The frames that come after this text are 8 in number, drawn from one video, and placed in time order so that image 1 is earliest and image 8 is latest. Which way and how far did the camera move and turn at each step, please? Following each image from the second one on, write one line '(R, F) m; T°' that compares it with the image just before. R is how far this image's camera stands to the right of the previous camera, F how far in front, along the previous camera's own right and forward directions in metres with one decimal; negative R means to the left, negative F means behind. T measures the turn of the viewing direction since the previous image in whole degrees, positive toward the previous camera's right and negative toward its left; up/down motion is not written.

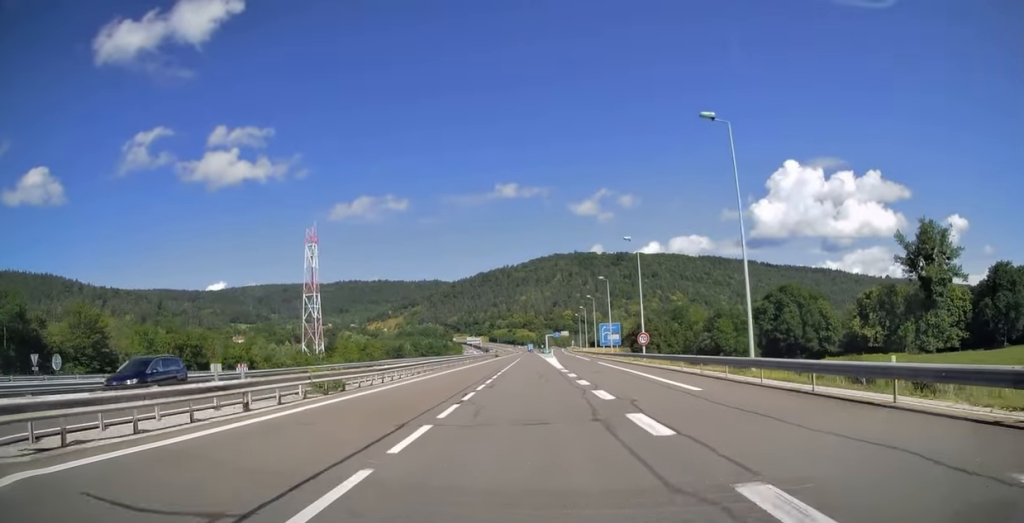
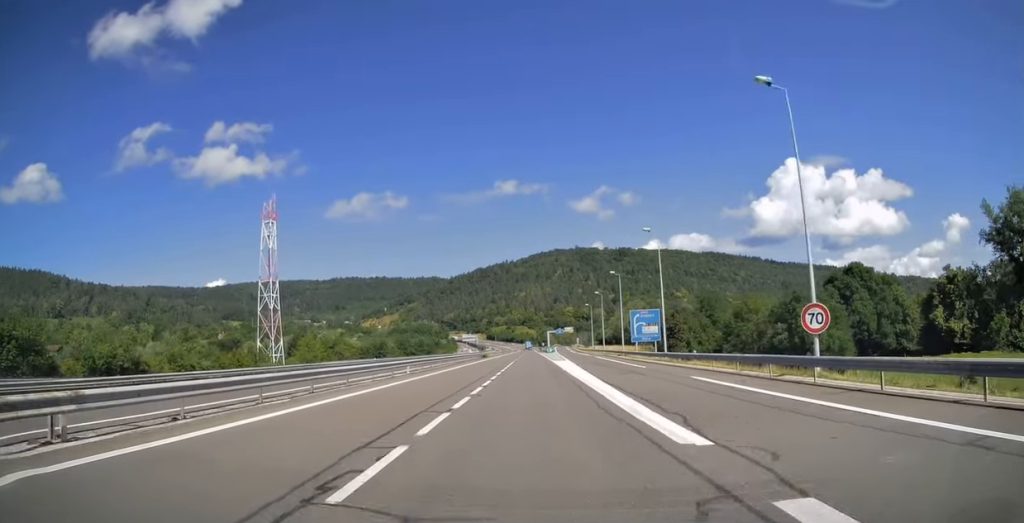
(-0.2, +33.5) m; 0°
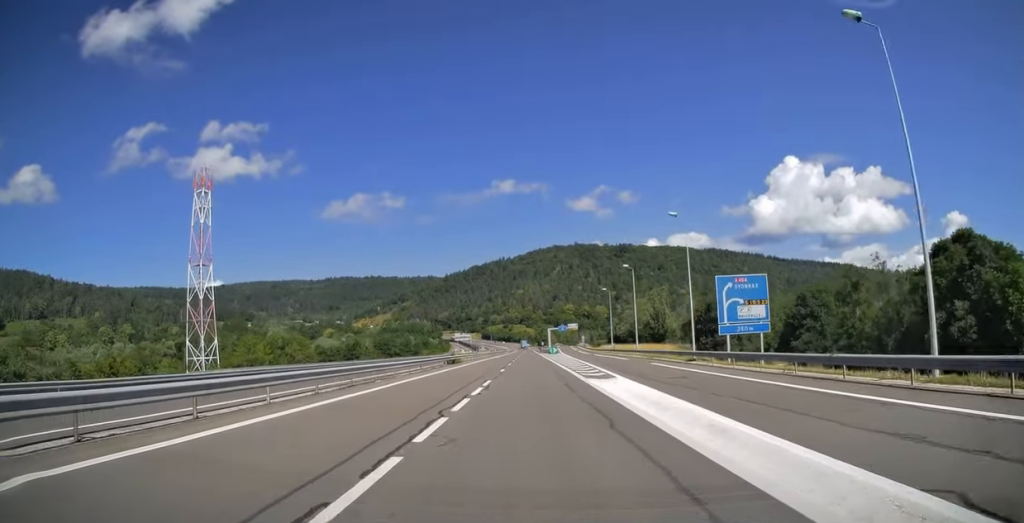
(+0.1, +35.6) m; 0°
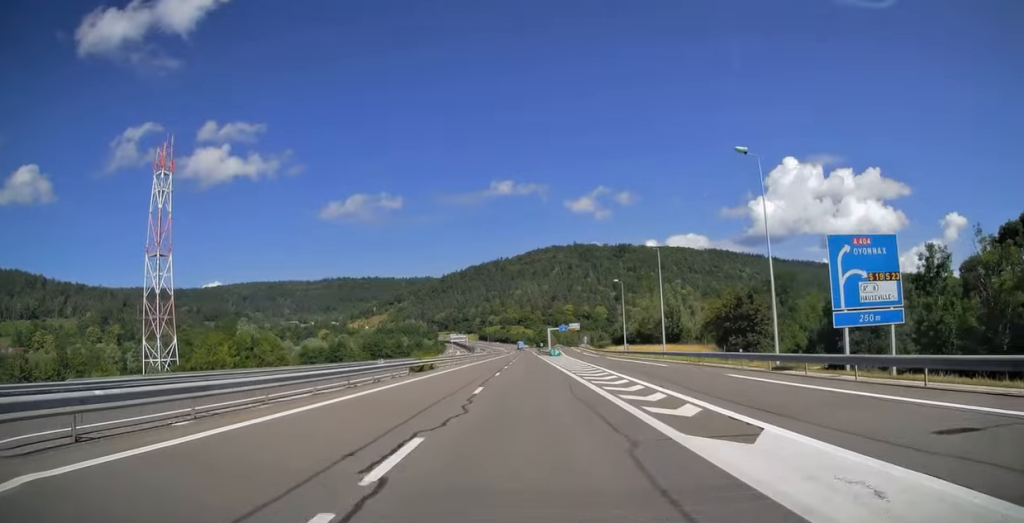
(+0.1, +16.0) m; 0°
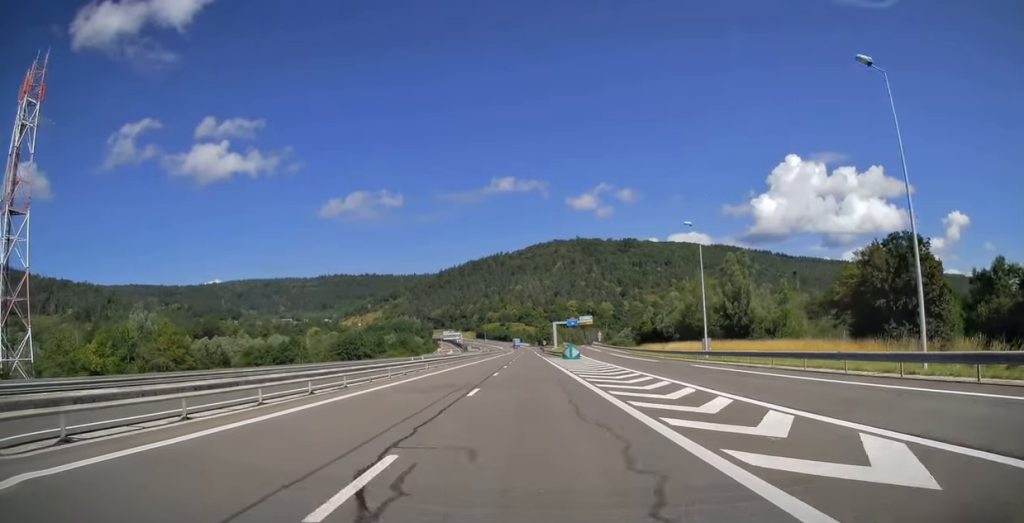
(-0.2, +40.7) m; 0°
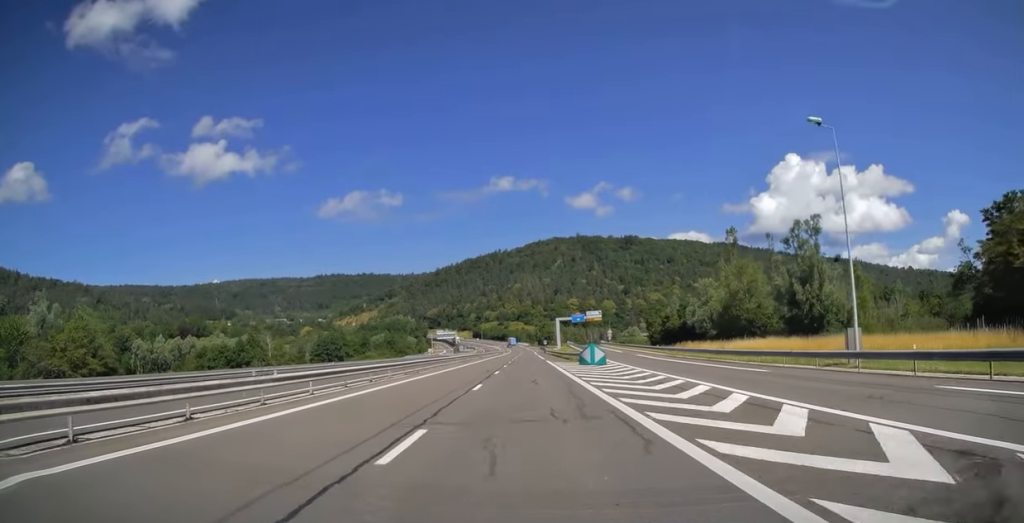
(+0.2, +23.7) m; 0°
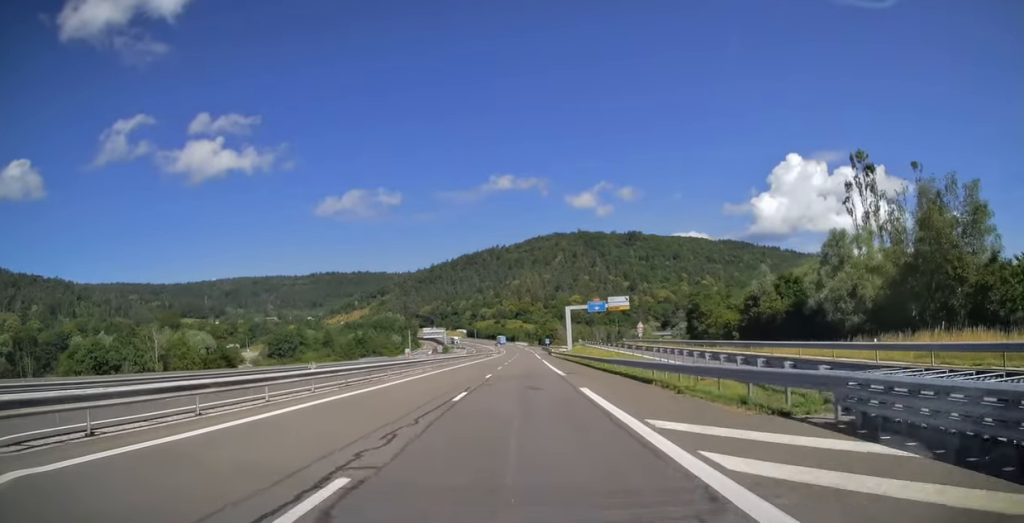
(-0.1, +43.3) m; 0°
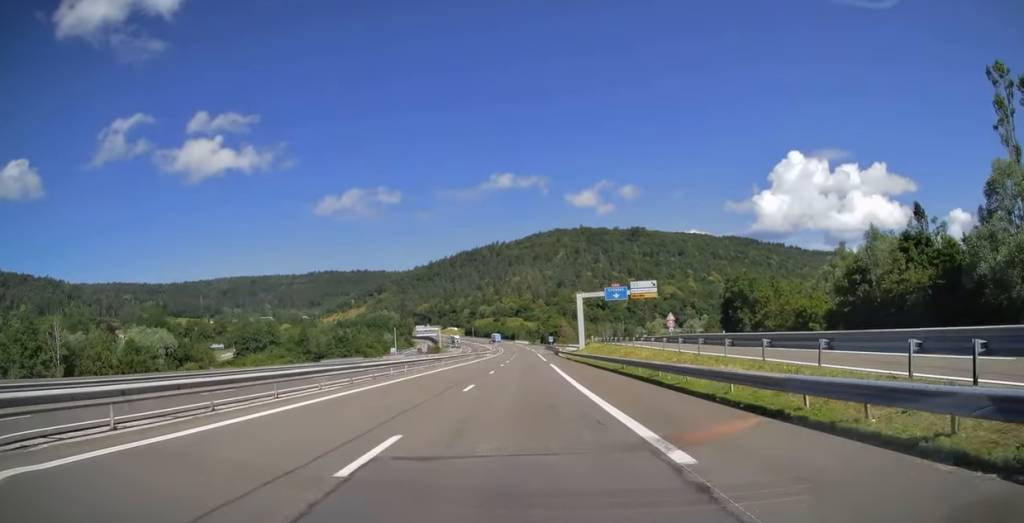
(+0.1, +23.2) m; 0°
